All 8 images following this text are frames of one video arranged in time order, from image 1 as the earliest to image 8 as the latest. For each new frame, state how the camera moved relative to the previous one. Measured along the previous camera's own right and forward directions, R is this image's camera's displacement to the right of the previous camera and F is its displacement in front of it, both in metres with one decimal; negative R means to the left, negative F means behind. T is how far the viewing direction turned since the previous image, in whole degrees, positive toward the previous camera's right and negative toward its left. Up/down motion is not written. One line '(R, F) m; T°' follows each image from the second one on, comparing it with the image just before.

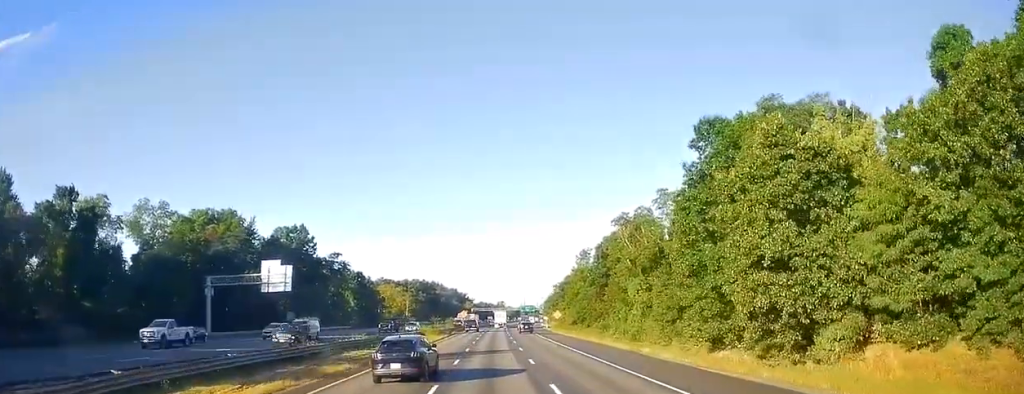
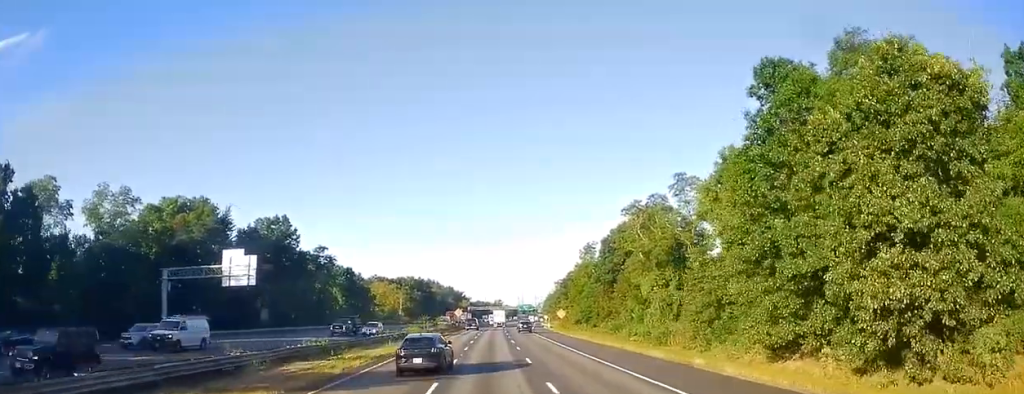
(+0.2, +11.3) m; 0°
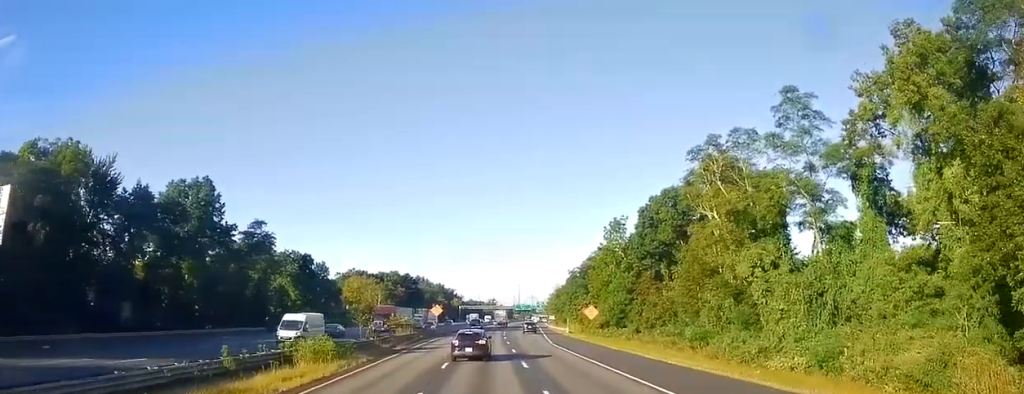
(-0.5, +38.3) m; 0°
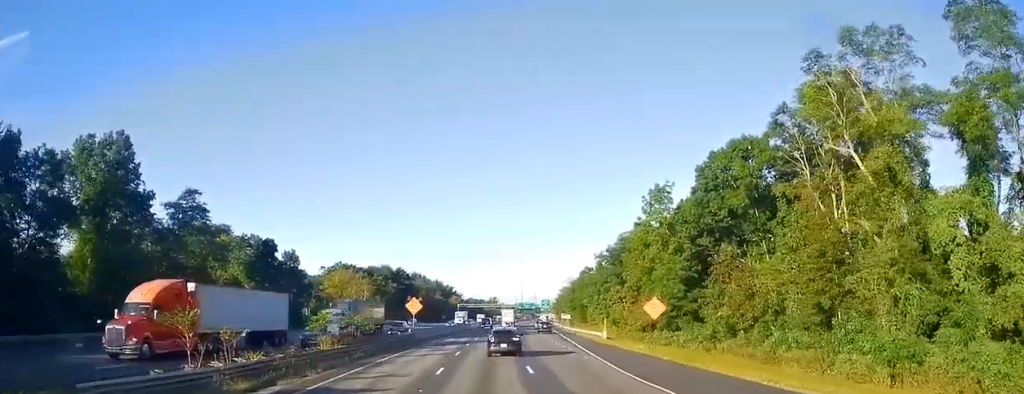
(+0.5, +27.2) m; +1°
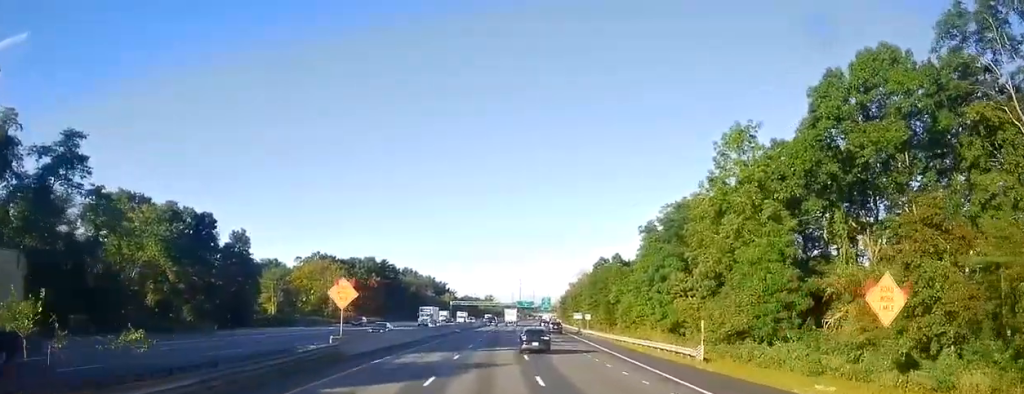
(-0.1, +28.2) m; 0°
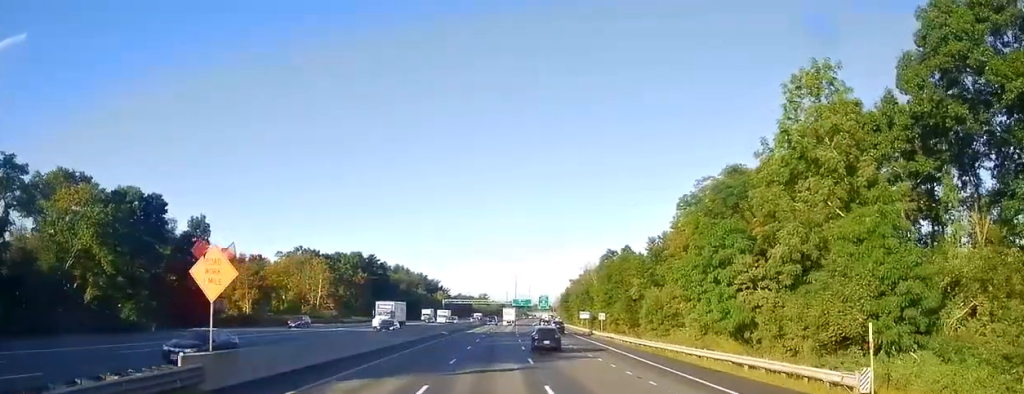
(+0.1, +15.6) m; 0°
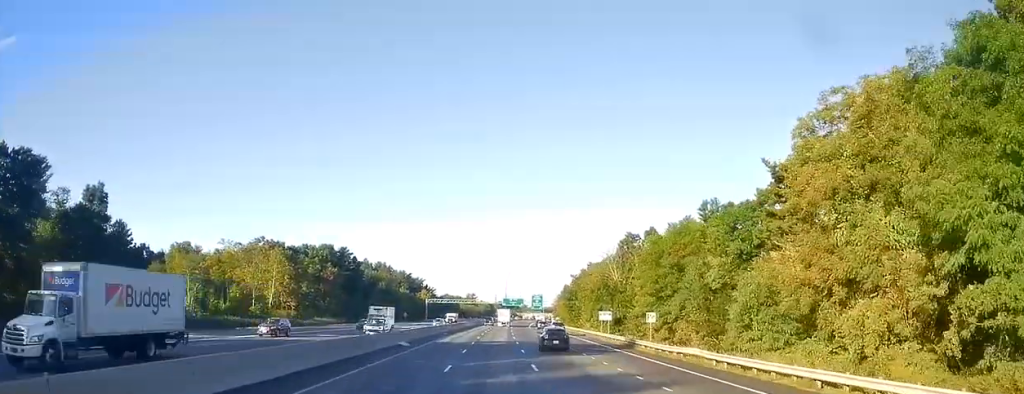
(+0.2, +28.4) m; +2°
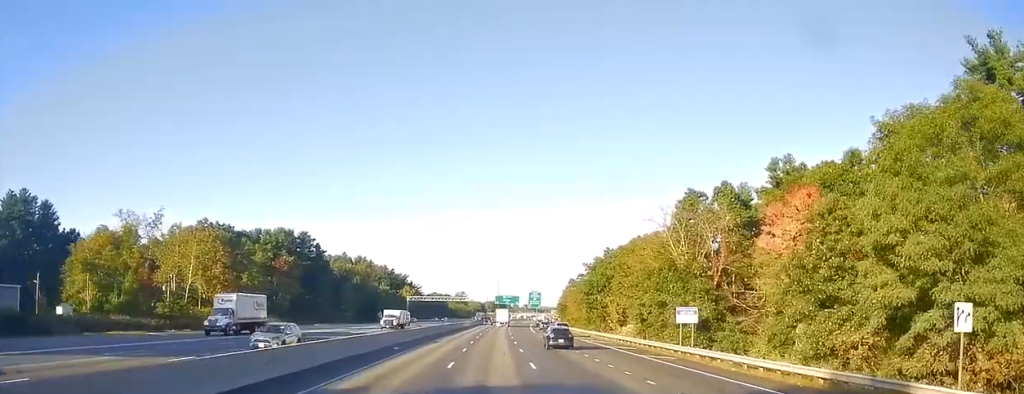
(+2.0, +36.2) m; -1°
